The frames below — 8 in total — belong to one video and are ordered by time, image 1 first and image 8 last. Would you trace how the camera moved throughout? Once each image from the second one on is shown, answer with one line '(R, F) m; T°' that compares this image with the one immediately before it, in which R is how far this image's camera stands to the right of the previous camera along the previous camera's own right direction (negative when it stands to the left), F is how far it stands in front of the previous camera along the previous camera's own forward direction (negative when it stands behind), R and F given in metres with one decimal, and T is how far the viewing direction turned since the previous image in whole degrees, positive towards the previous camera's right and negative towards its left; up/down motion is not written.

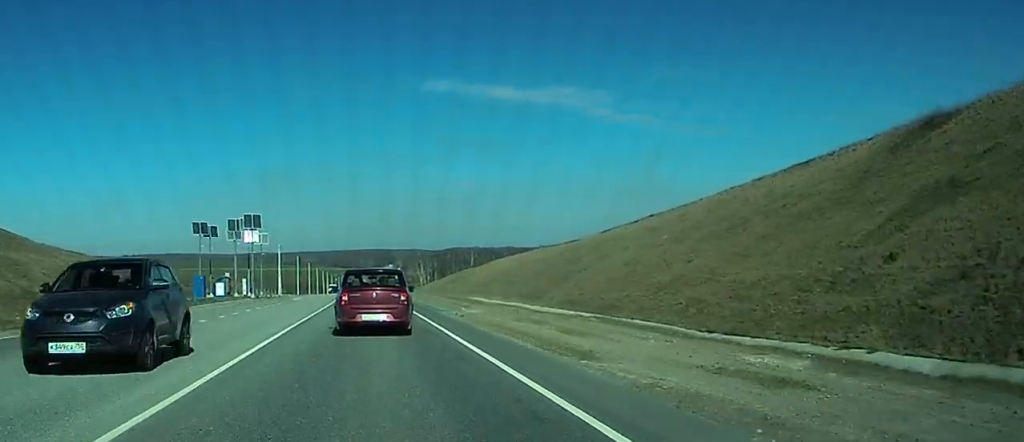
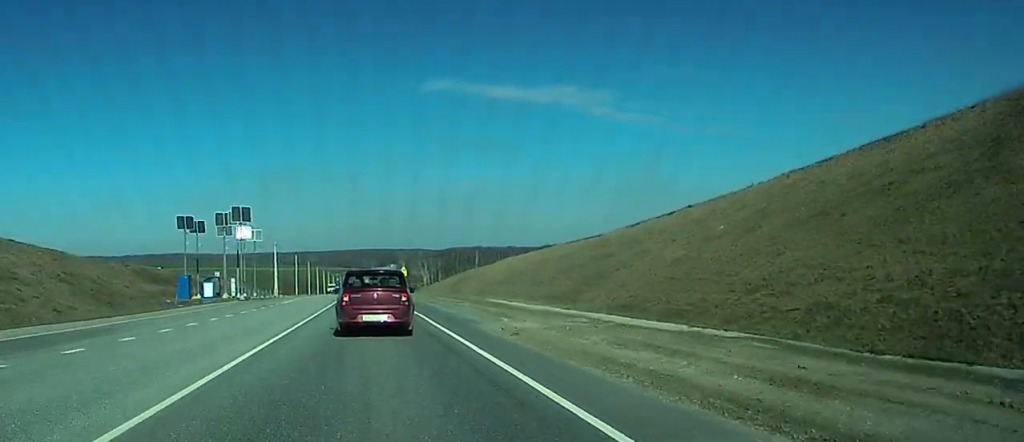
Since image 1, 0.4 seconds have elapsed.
(+0.1, +10.6) m; 0°
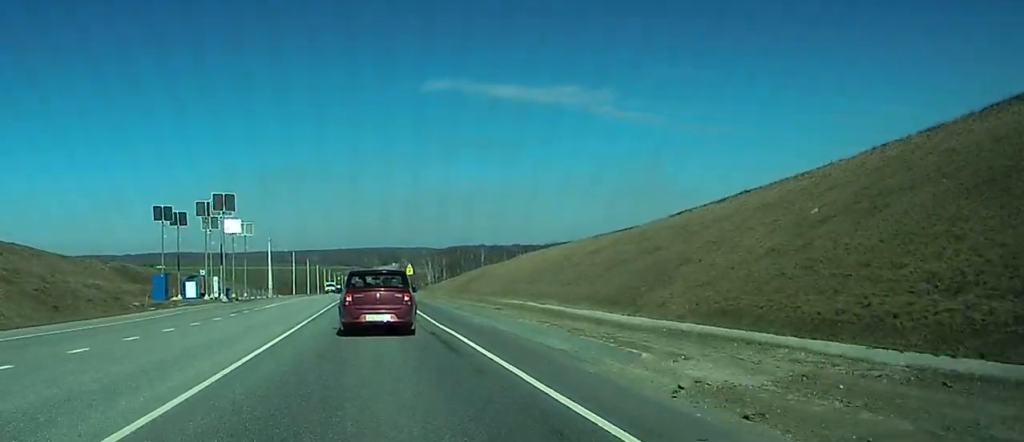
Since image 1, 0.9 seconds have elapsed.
(+0.1, +12.4) m; 0°
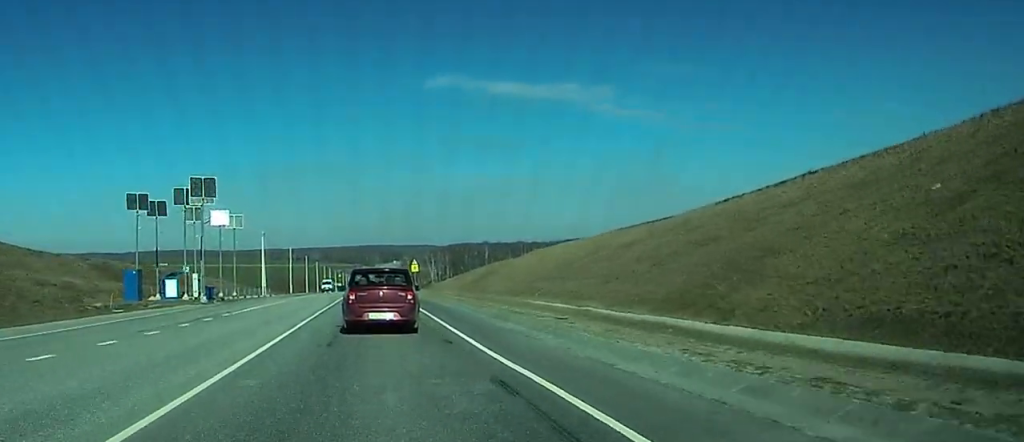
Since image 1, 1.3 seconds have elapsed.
(0.0, +10.6) m; 0°
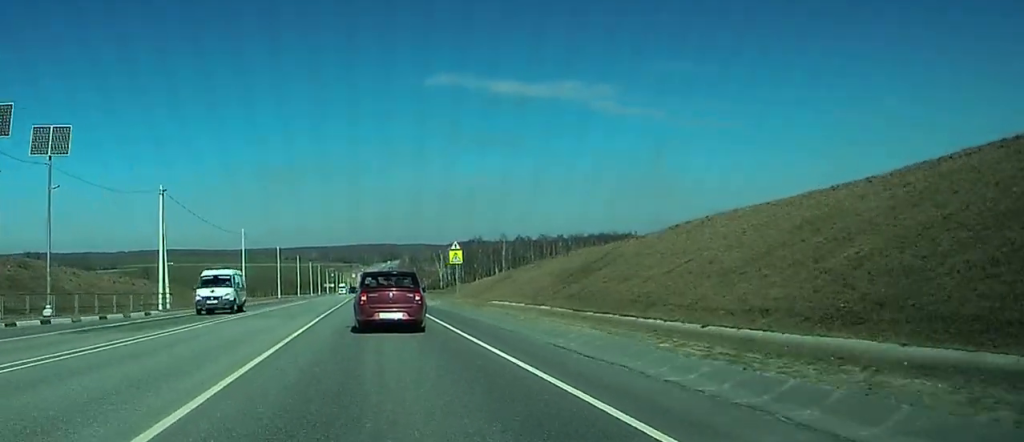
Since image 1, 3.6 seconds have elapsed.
(+0.2, +61.6) m; 0°
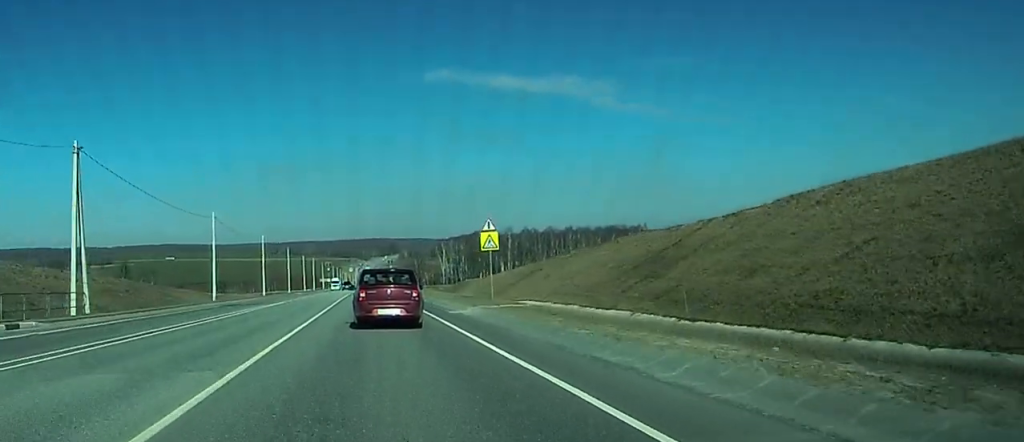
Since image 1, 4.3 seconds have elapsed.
(-0.1, +19.4) m; 0°
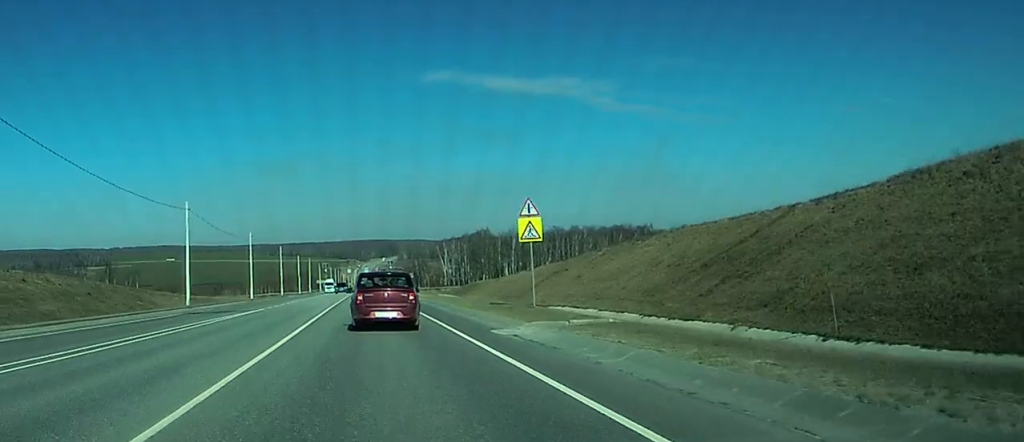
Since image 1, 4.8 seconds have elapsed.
(-0.2, +12.4) m; 0°
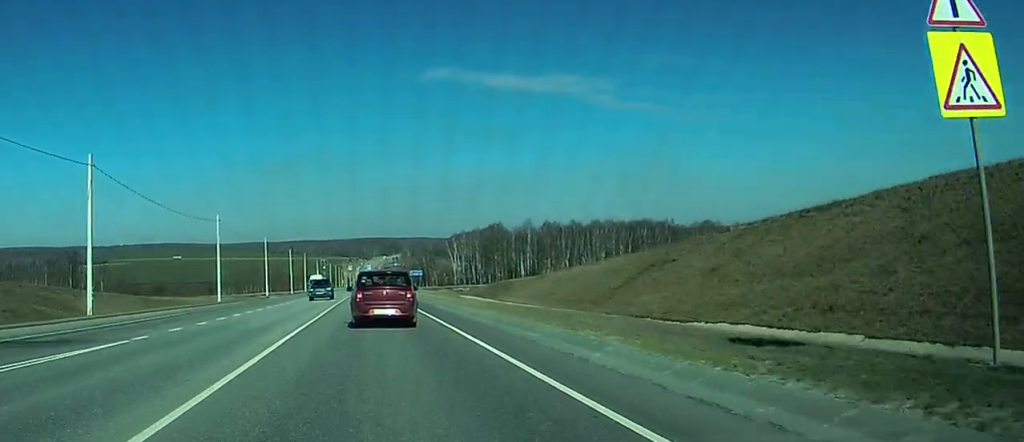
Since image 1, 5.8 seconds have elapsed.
(+0.1, +27.5) m; 0°
